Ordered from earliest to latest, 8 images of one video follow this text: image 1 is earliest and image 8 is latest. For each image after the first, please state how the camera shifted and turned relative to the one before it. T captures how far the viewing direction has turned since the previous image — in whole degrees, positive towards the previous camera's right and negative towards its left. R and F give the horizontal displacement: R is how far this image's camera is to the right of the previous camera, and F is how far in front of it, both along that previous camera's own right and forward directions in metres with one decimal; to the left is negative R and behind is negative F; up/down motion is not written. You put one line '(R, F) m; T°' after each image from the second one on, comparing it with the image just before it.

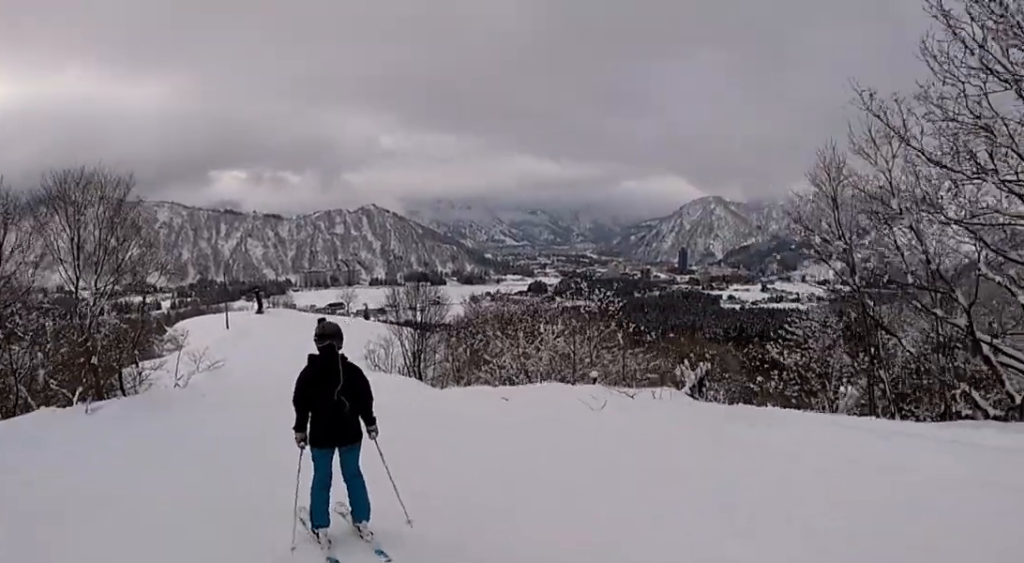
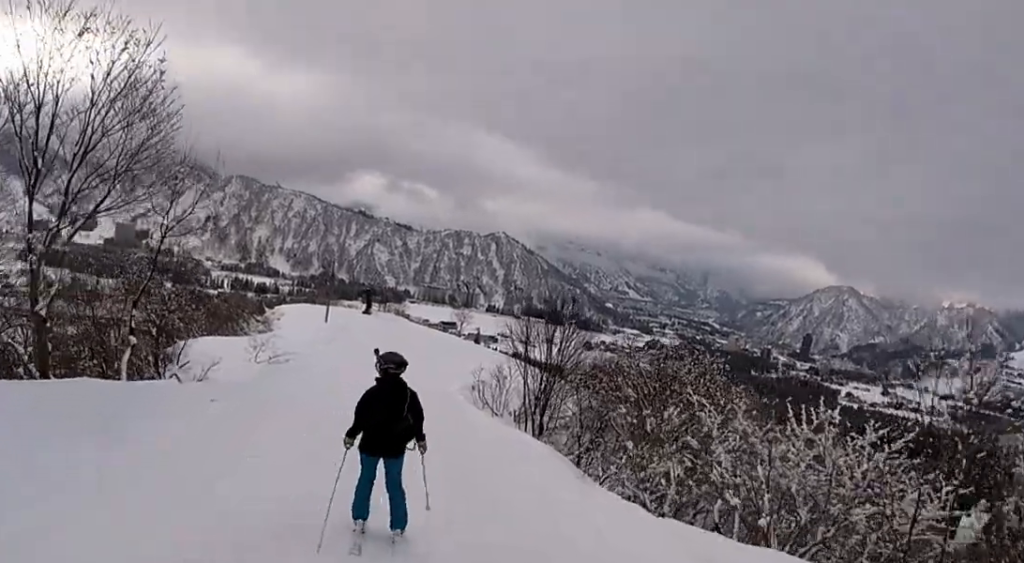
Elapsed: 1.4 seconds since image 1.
(0.0, +8.5) m; -10°
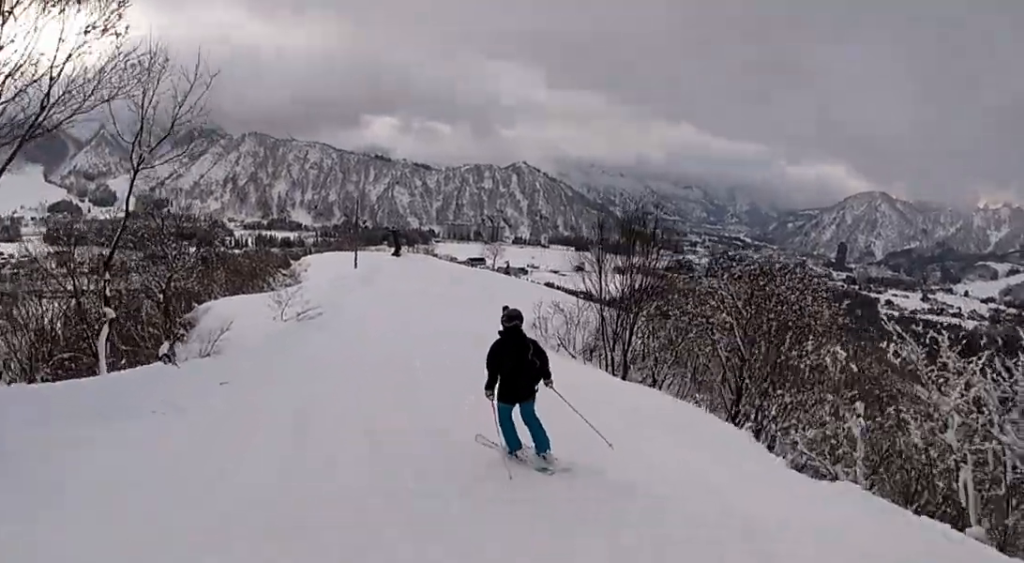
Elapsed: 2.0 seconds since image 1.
(-0.4, +4.4) m; -3°
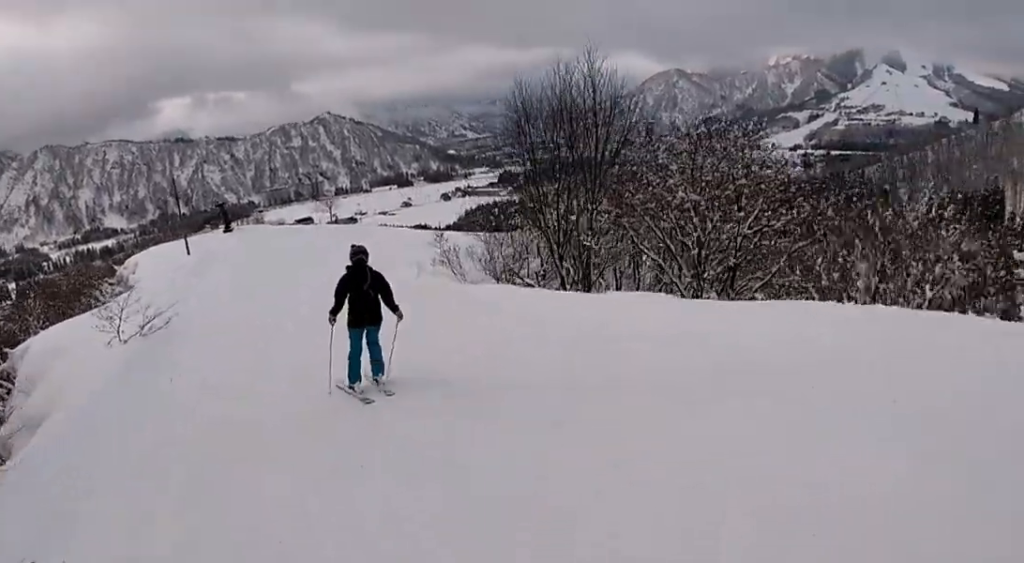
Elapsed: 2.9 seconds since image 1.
(+0.1, +6.6) m; +11°
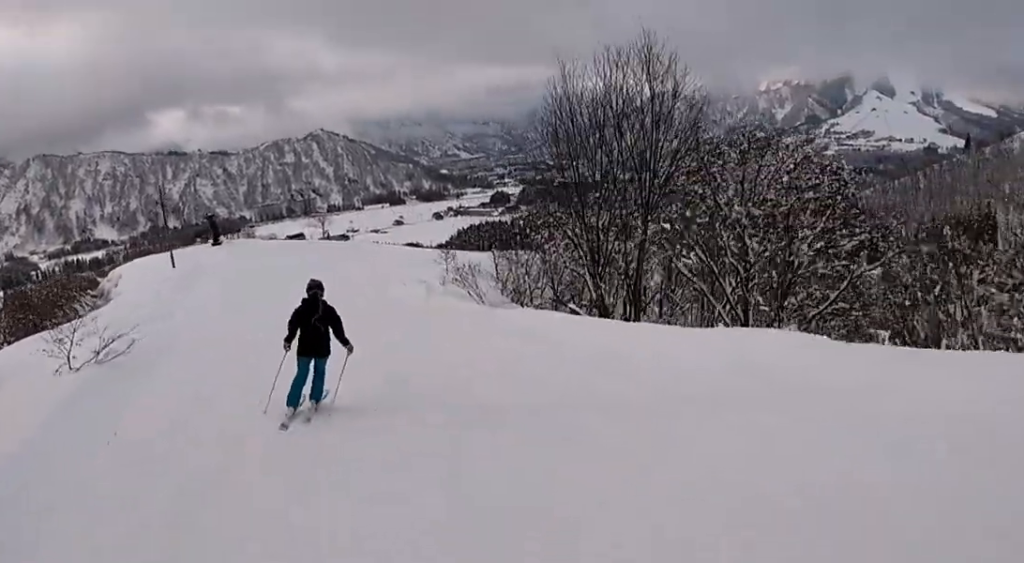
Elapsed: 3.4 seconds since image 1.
(+0.5, +3.1) m; +5°
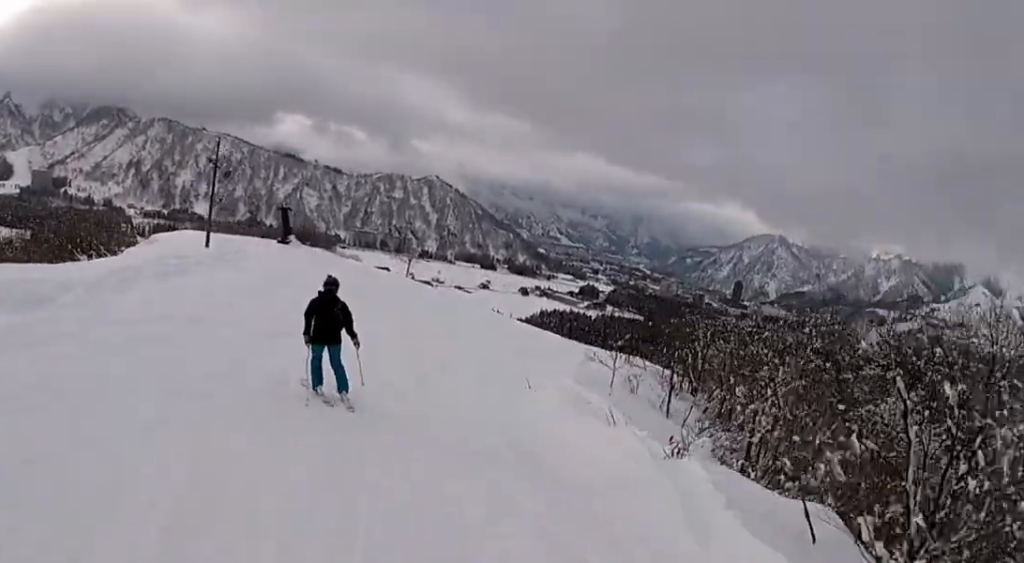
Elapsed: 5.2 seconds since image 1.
(+0.2, +13.8) m; -6°
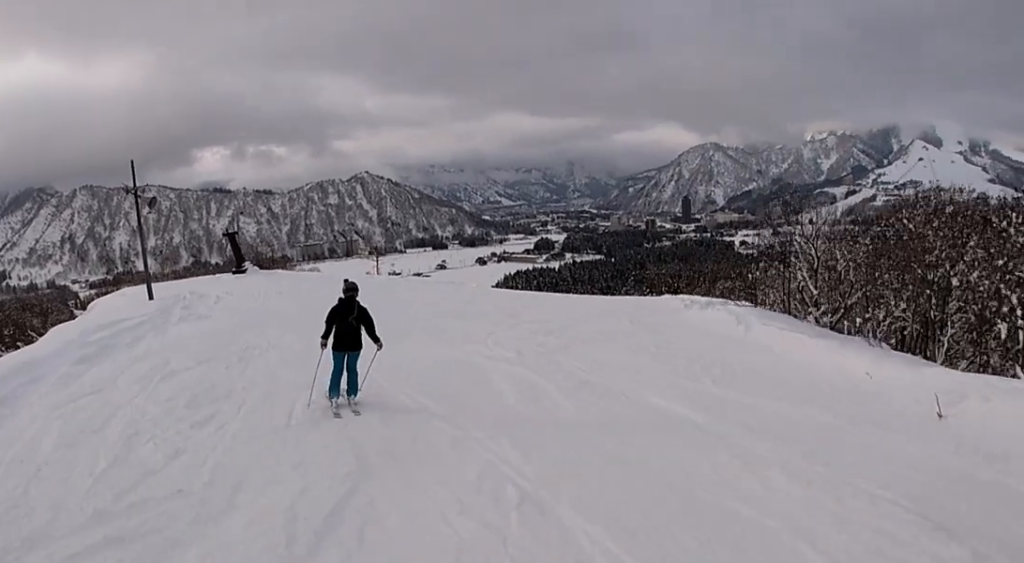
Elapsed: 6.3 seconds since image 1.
(-0.4, +9.0) m; +4°
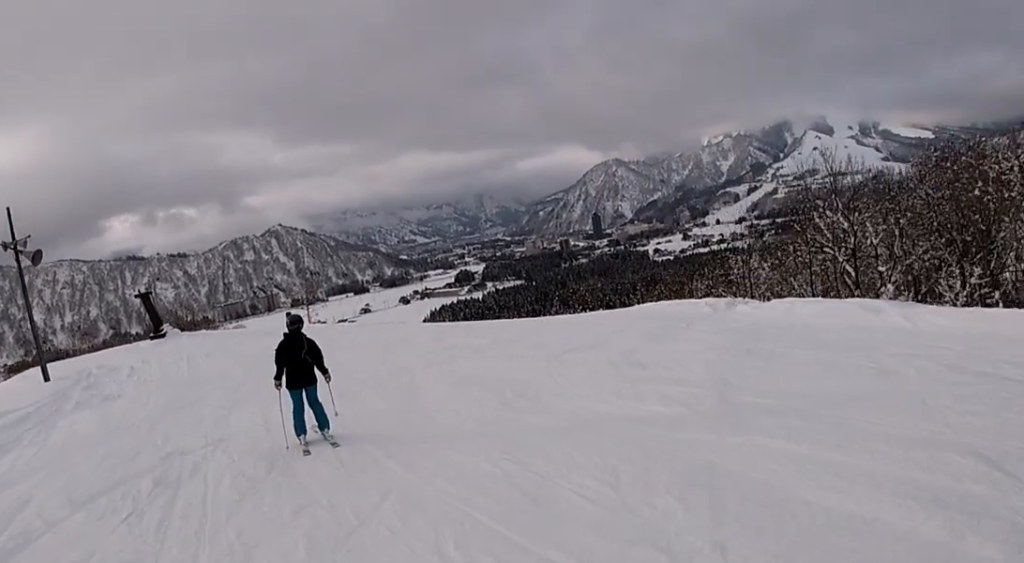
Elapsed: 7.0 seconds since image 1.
(+0.6, +6.1) m; +3°
